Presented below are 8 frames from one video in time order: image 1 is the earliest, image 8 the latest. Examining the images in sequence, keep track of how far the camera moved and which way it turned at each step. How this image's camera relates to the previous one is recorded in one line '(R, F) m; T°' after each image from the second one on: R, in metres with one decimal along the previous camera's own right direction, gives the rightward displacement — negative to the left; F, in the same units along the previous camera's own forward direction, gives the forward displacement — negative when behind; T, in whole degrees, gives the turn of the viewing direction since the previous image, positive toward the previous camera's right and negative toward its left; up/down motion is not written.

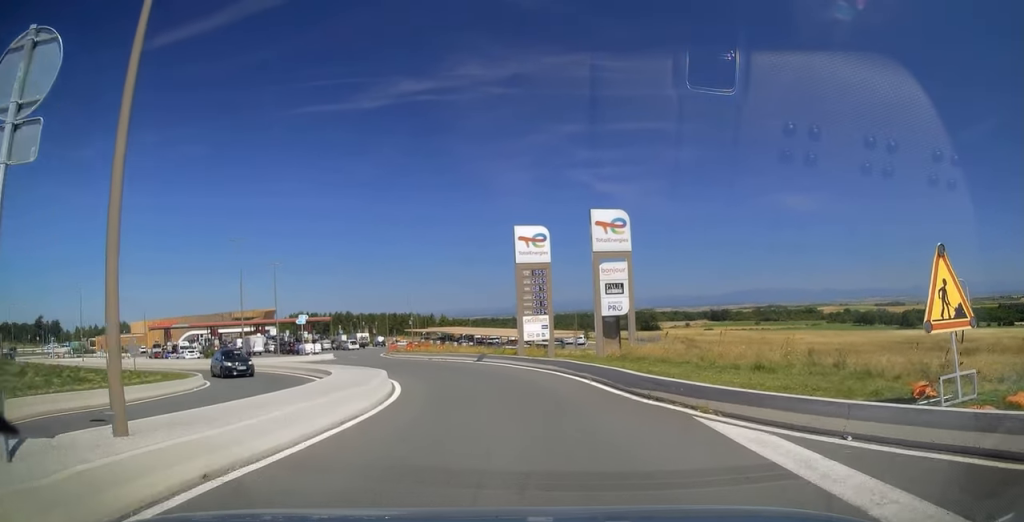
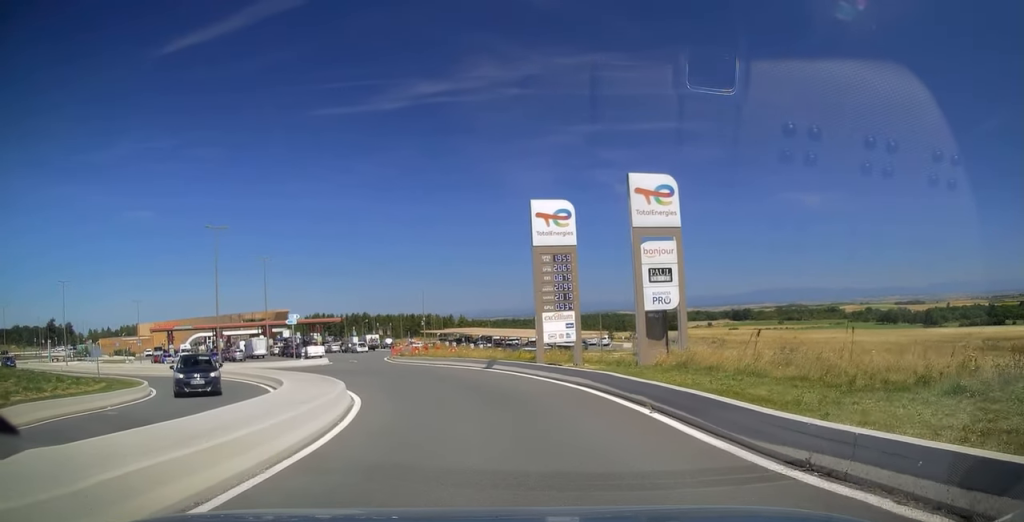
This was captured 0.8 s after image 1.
(-0.2, +6.3) m; -4°
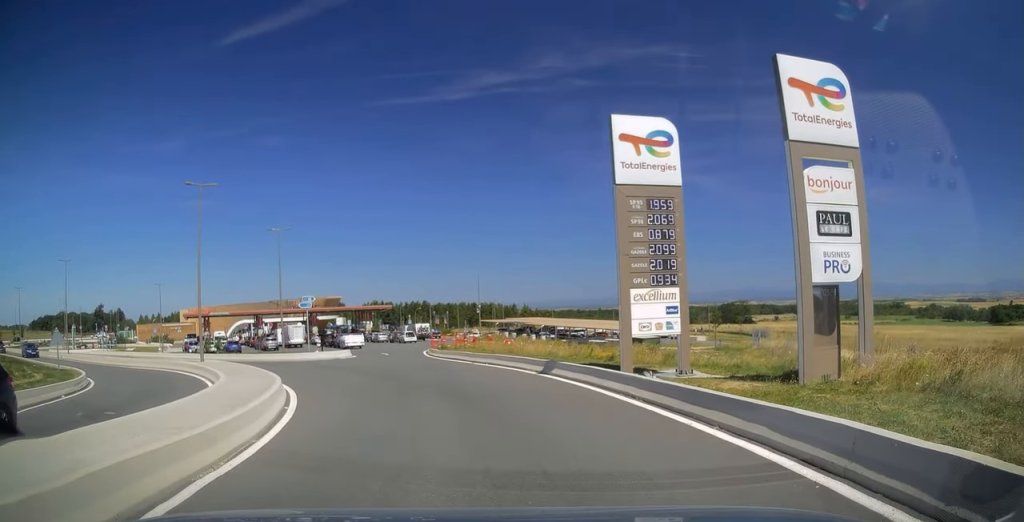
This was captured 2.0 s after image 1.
(-0.4, +9.3) m; -5°
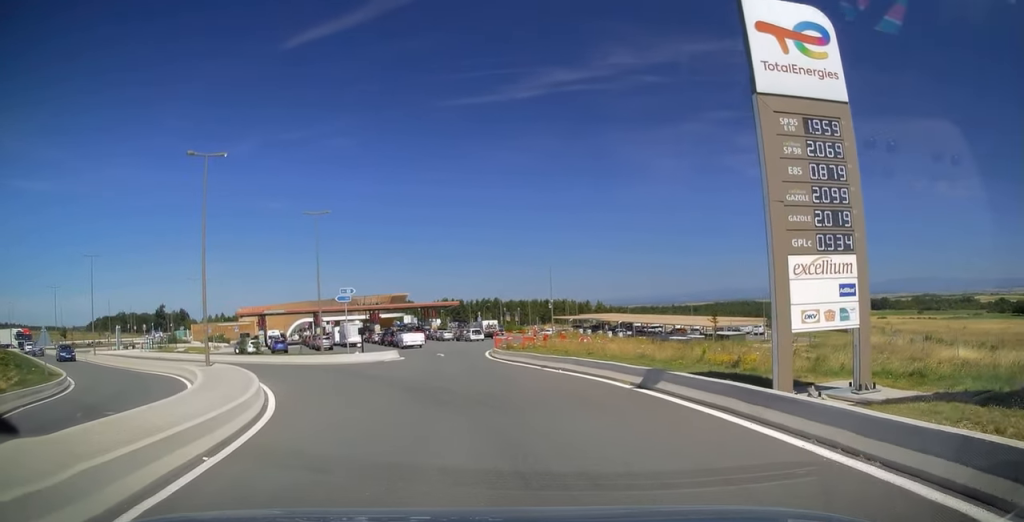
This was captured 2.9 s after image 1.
(-0.2, +6.0) m; -6°
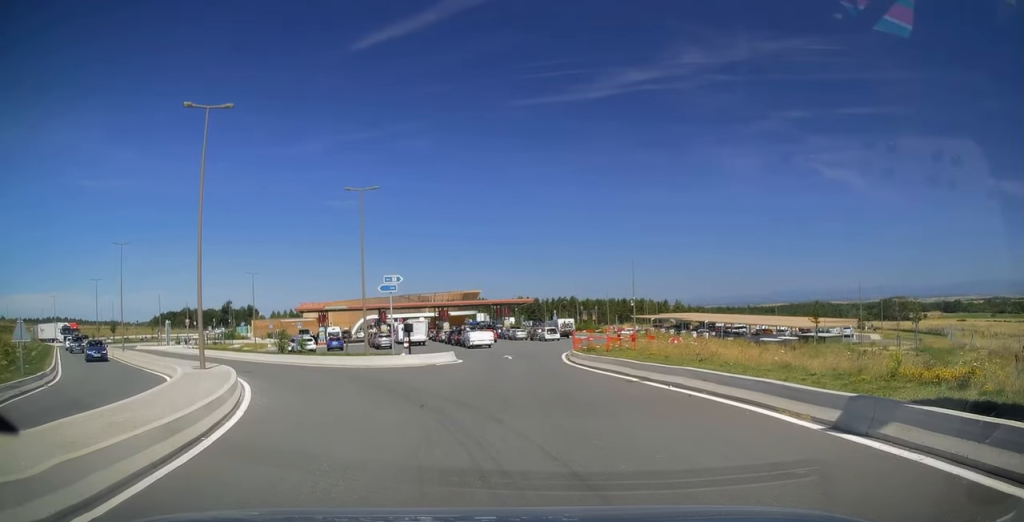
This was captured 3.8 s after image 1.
(-0.5, +5.9) m; -8°
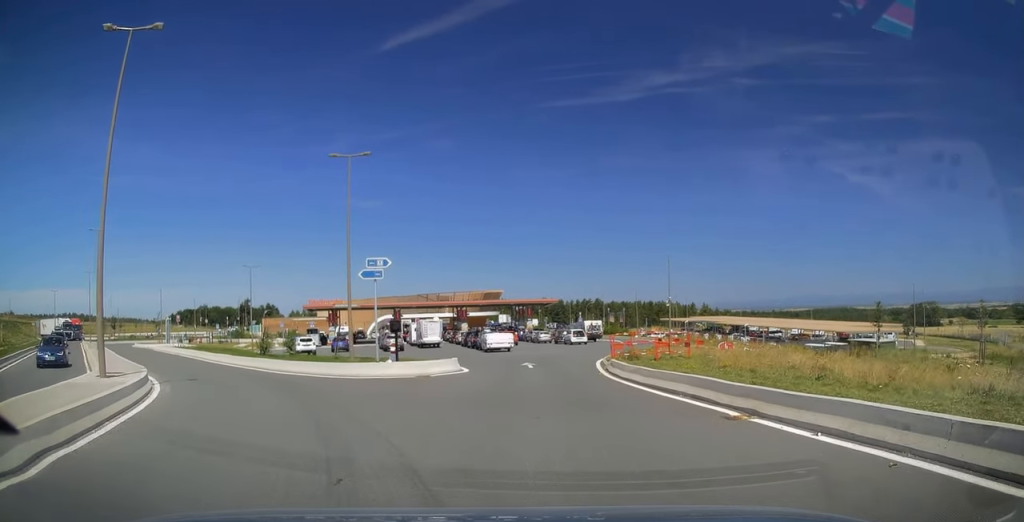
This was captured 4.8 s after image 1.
(-0.4, +5.9) m; -4°
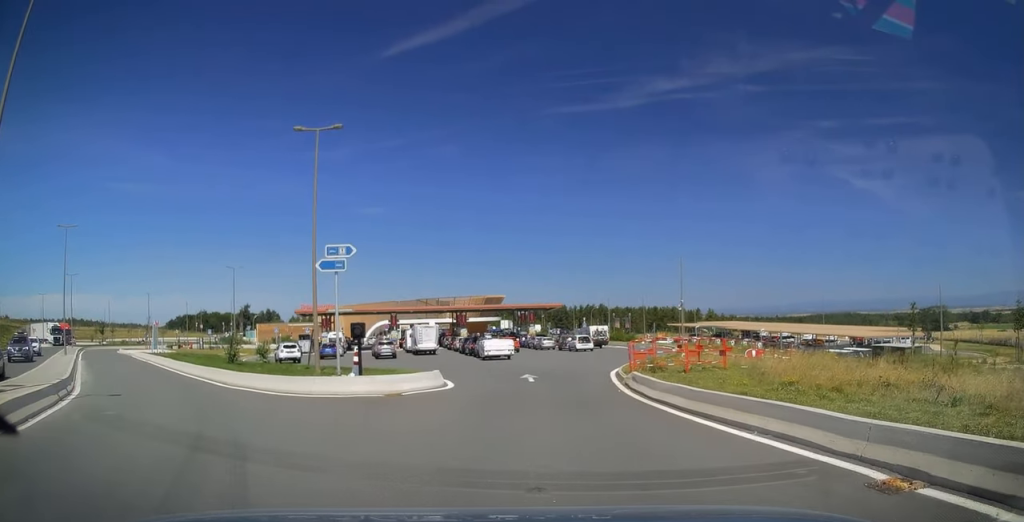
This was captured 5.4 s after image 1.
(0.0, +3.9) m; 0°
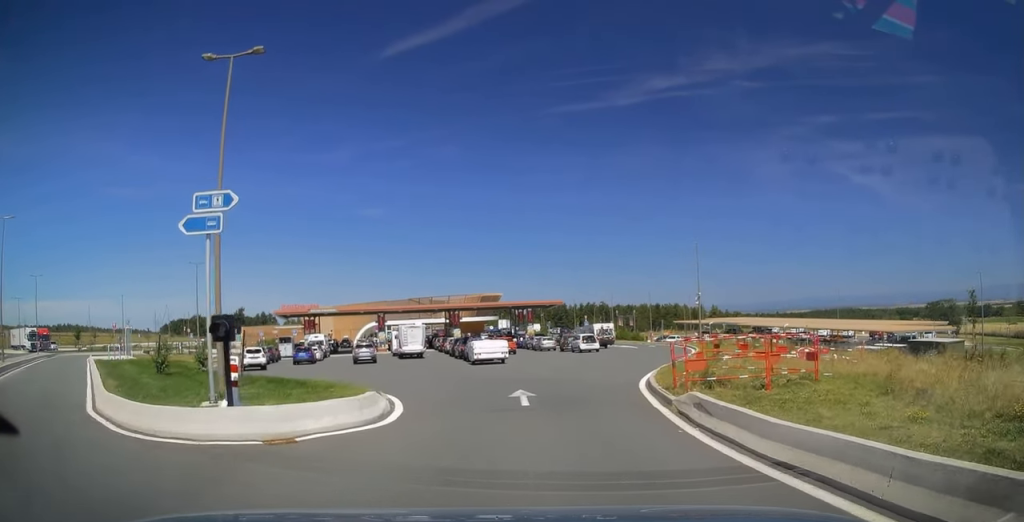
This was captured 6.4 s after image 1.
(0.0, +6.1) m; 0°
